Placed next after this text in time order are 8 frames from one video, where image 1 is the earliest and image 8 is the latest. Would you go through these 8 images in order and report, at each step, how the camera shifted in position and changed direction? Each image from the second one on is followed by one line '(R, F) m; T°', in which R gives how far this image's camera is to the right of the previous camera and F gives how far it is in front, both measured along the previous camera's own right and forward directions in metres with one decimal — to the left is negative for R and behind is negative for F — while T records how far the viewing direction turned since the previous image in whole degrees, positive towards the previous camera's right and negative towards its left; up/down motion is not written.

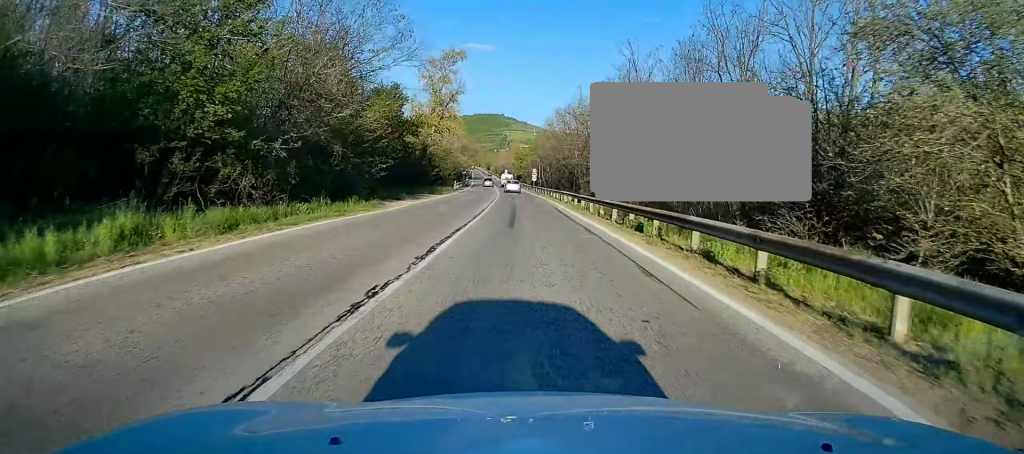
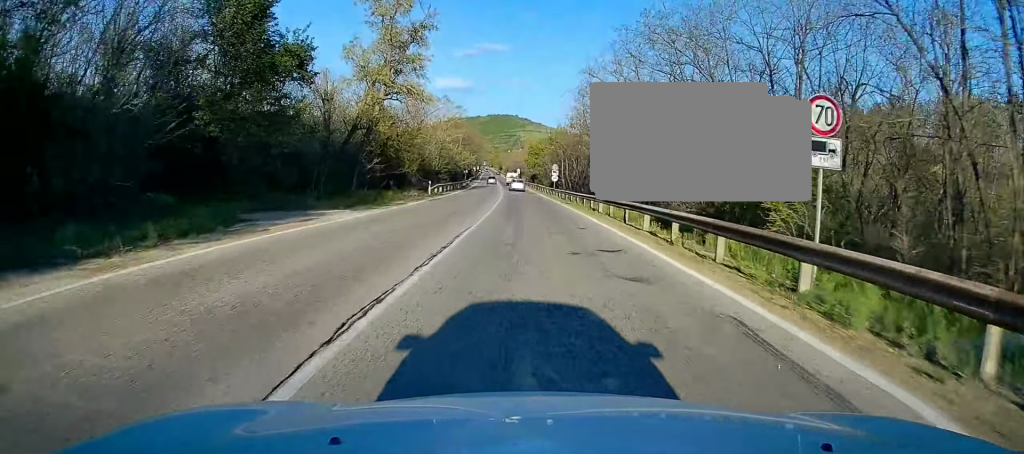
(-0.4, +27.6) m; -1°
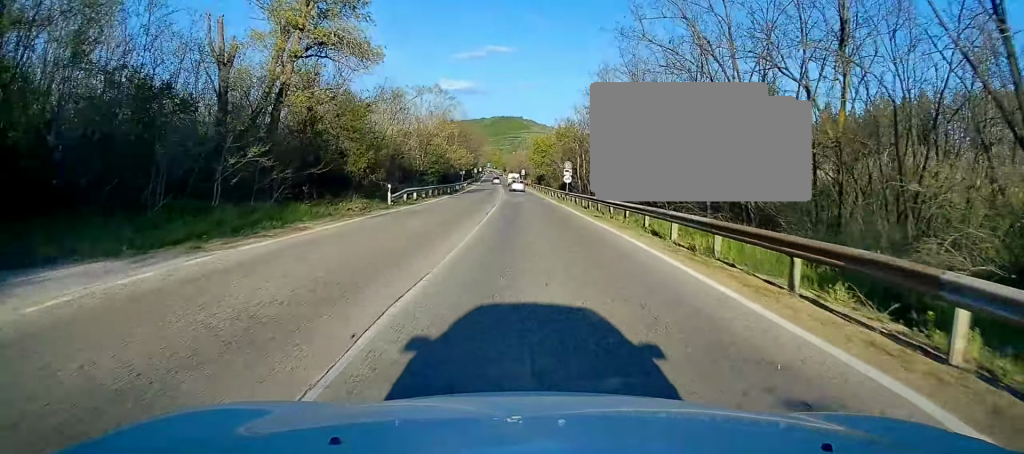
(0.0, +14.6) m; 0°
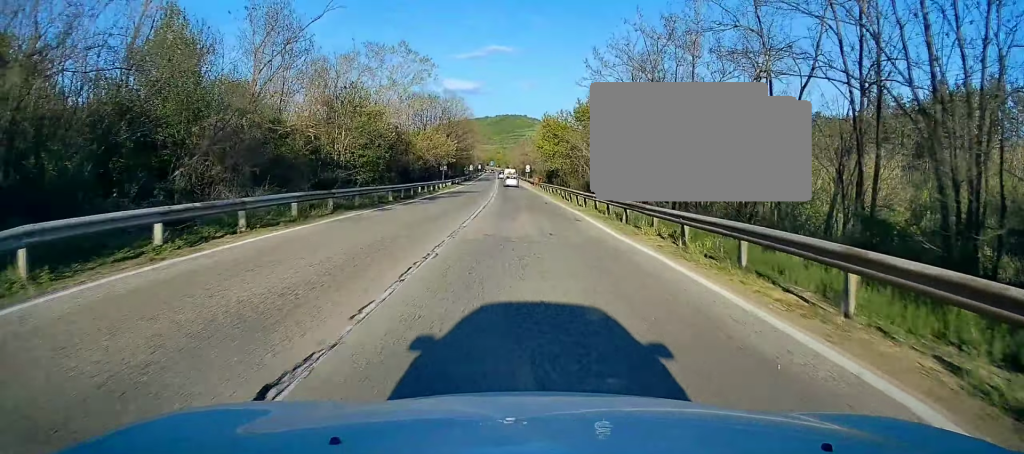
(-0.1, +28.5) m; 0°
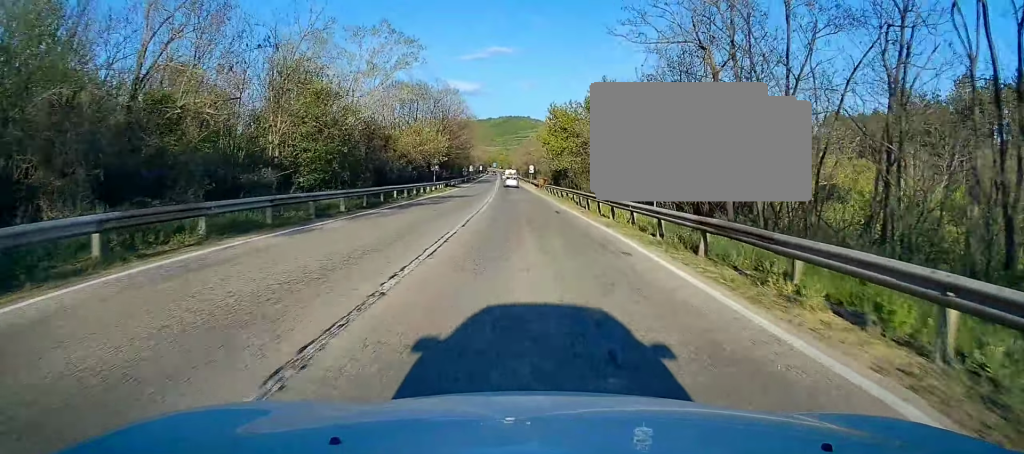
(+0.2, +9.5) m; 0°
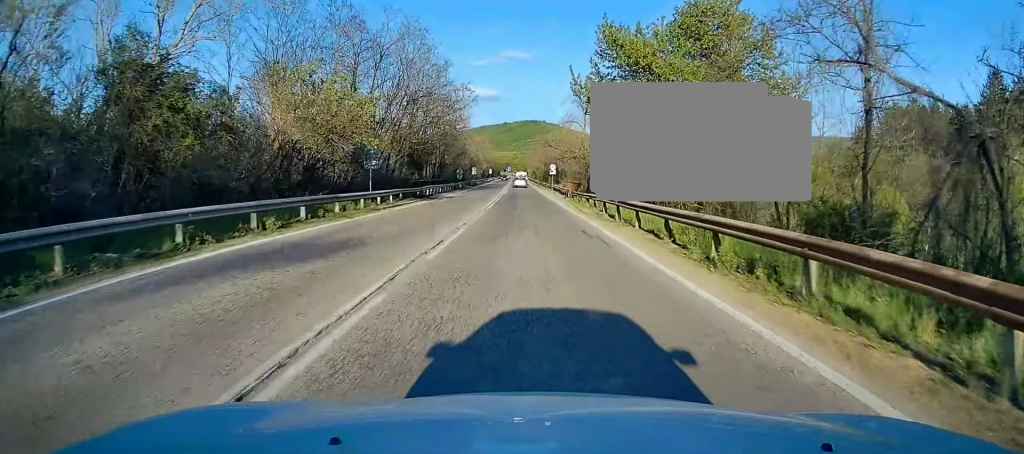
(-1.0, +31.4) m; -2°
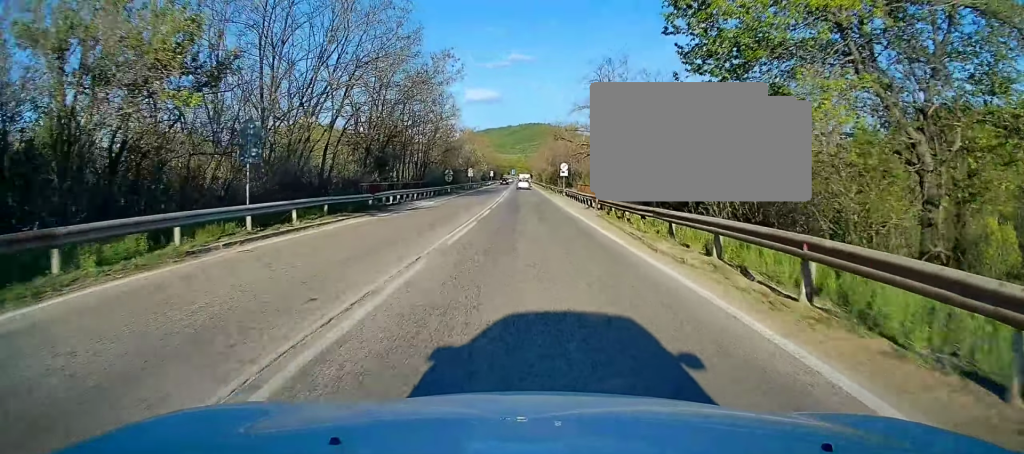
(-0.2, +15.3) m; 0°
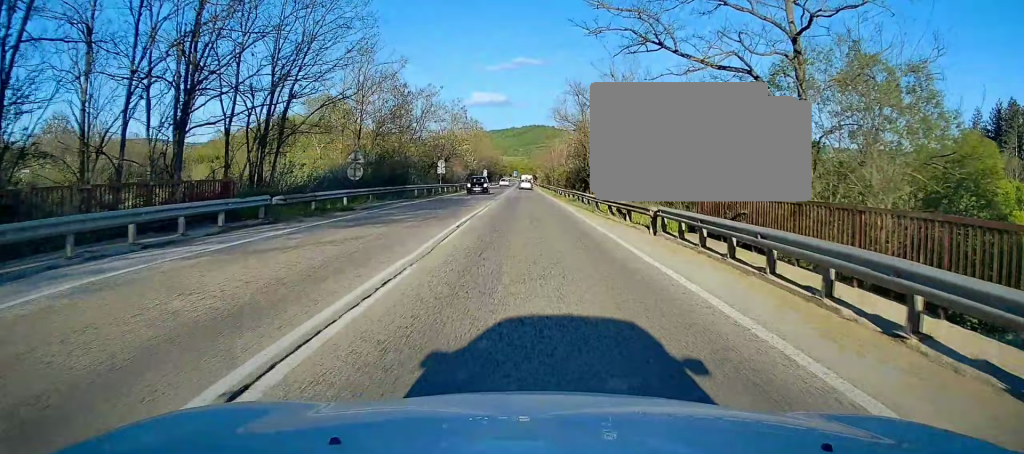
(0.0, +36.5) m; -1°
